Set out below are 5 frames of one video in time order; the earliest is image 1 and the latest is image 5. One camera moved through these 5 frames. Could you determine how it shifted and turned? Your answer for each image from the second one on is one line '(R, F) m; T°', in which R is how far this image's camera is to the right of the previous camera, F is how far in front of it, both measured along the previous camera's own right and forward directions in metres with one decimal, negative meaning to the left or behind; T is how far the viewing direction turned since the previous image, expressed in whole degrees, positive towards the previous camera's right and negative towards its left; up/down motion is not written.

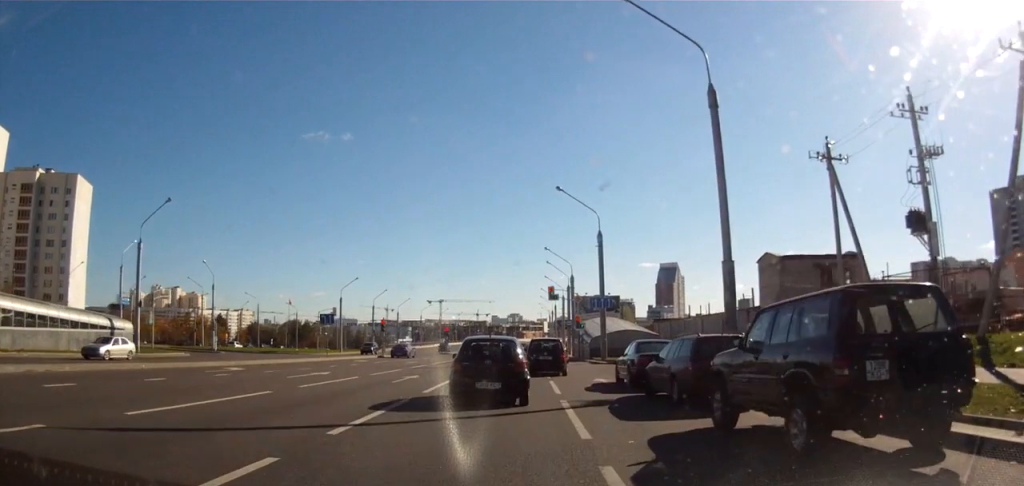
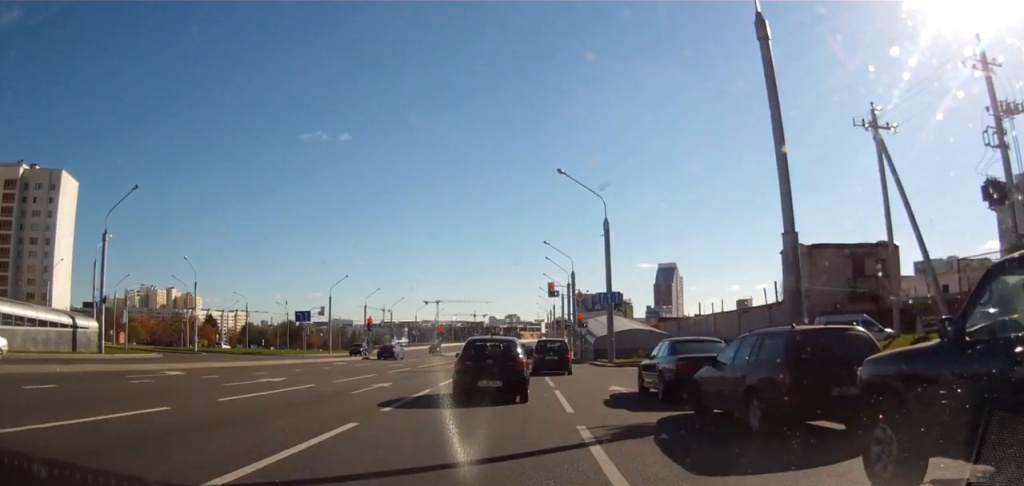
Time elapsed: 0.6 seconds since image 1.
(+0.1, +4.7) m; +1°
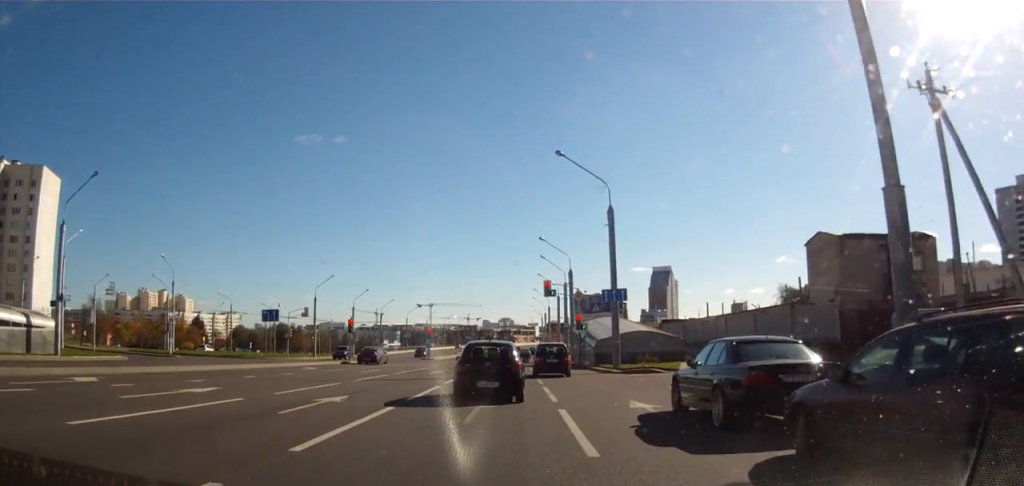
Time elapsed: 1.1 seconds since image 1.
(0.0, +4.6) m; -1°
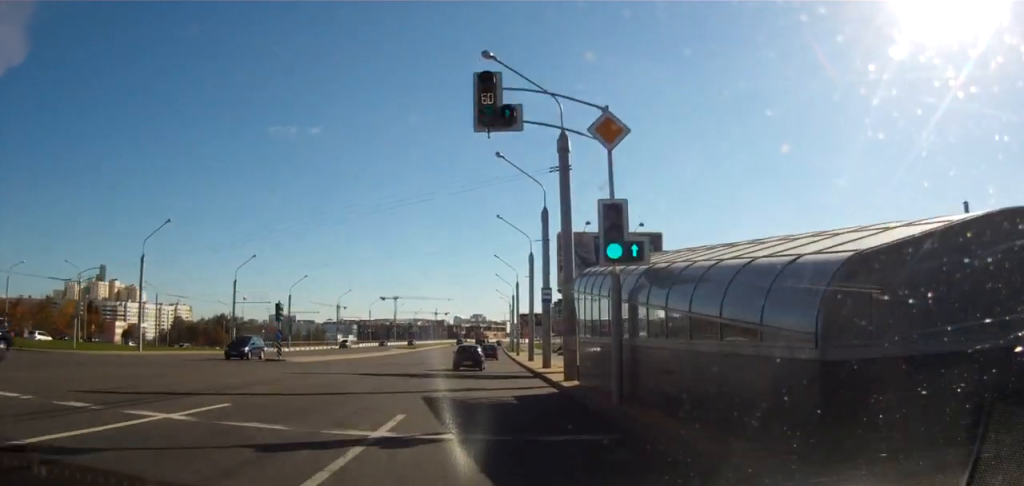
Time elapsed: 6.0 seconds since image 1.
(+2.6, +39.1) m; +5°
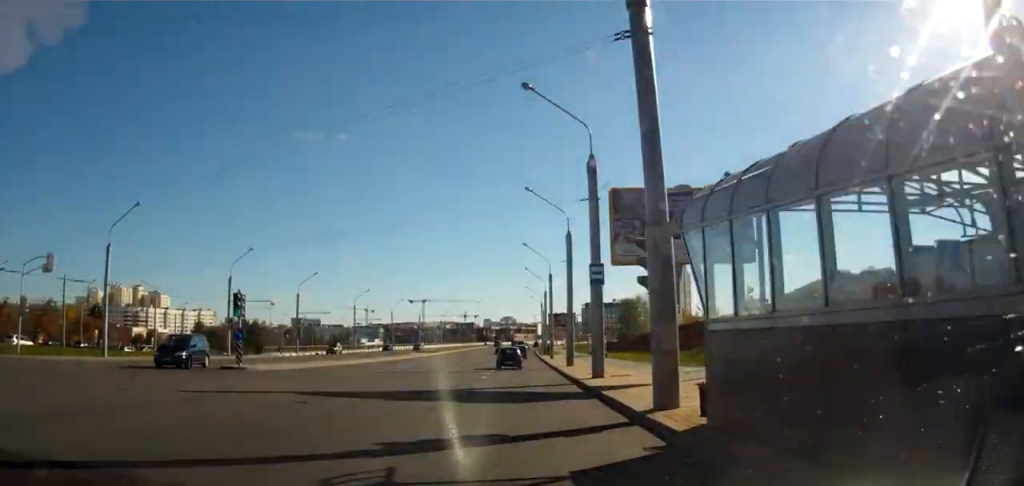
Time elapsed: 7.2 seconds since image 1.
(-0.2, +10.2) m; -2°
